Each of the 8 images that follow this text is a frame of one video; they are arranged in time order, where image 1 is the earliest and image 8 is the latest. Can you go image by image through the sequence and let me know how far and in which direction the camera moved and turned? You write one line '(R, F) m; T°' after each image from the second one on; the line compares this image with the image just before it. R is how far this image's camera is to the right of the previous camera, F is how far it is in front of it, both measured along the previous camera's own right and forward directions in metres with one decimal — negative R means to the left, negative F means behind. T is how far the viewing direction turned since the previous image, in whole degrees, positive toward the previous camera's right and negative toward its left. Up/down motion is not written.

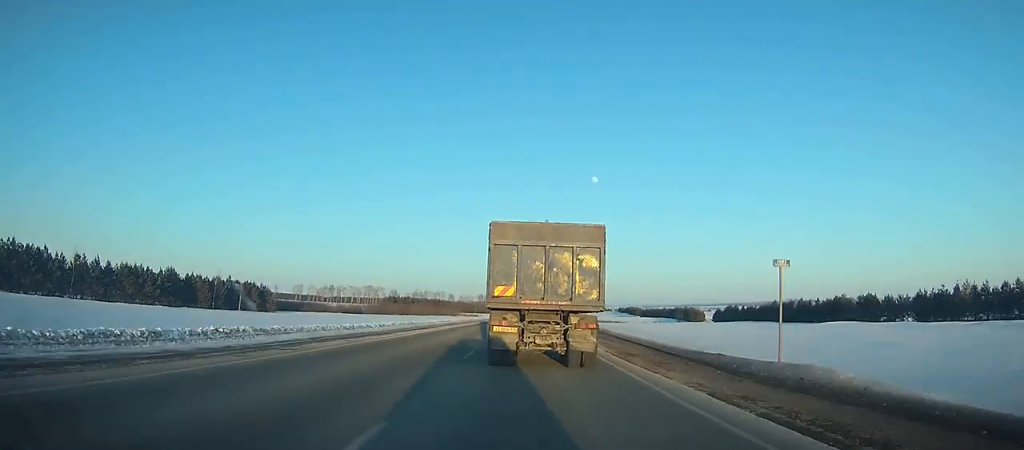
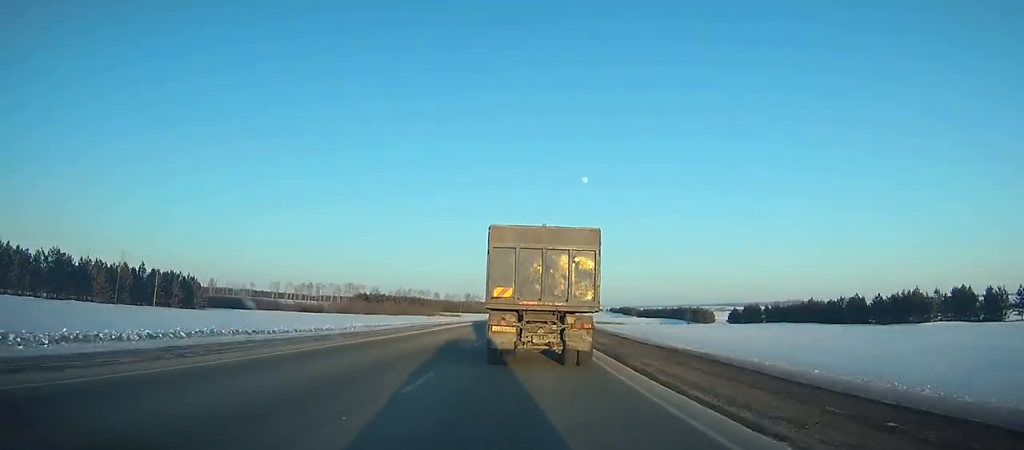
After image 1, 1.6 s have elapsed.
(+0.8, +32.8) m; +1°
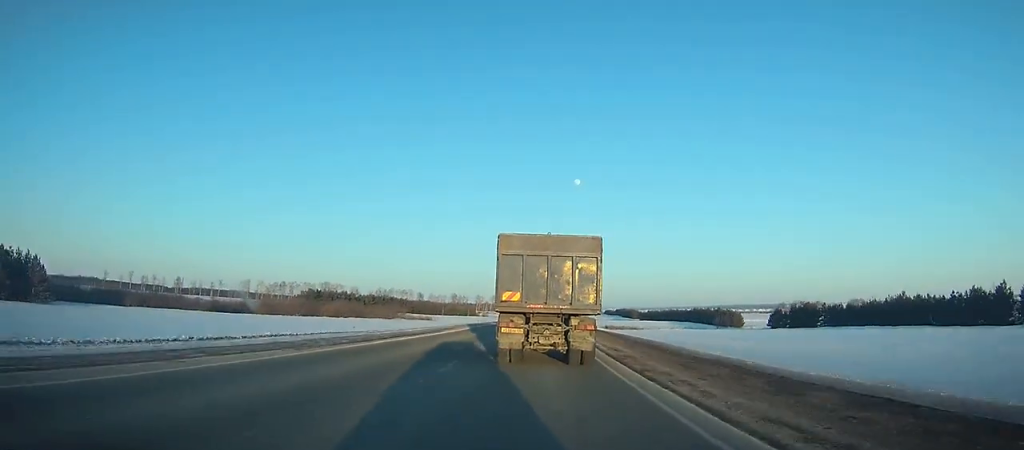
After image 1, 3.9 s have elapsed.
(+0.8, +46.2) m; +2°
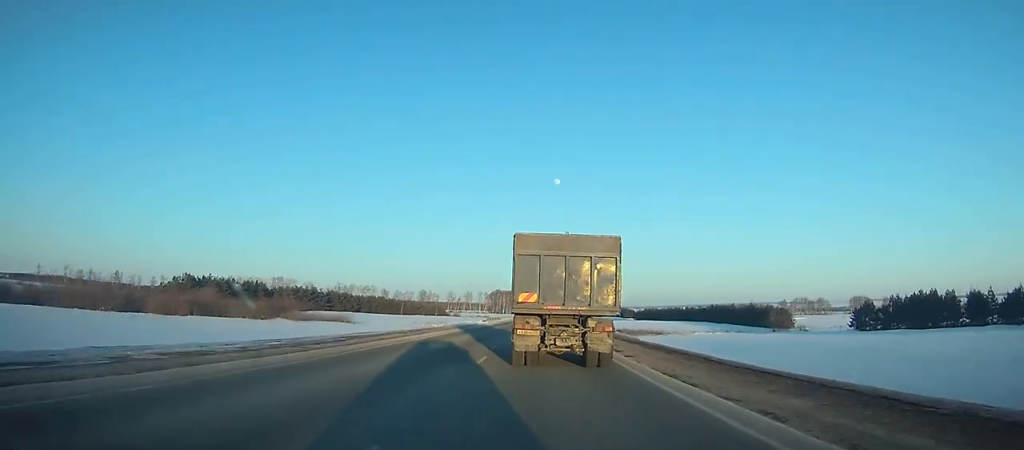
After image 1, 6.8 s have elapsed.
(+0.7, +56.8) m; +2°
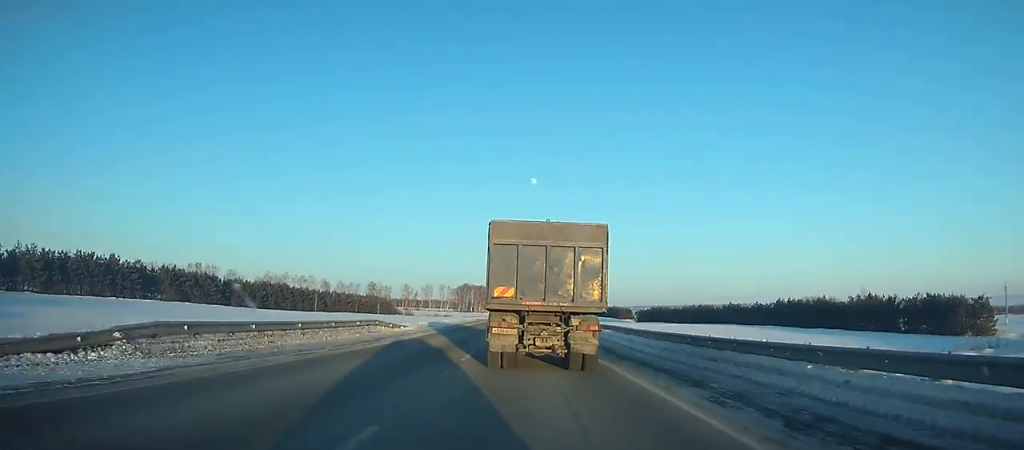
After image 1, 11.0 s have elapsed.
(+2.2, +82.1) m; +2°
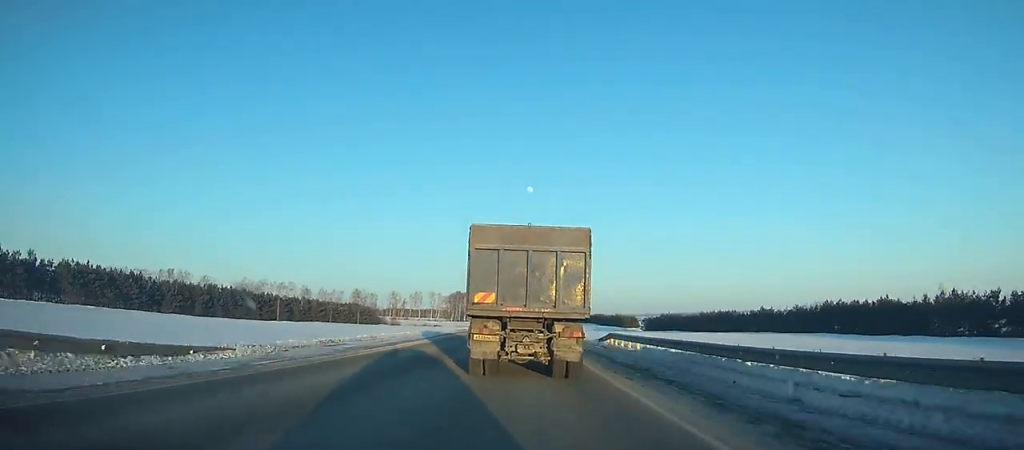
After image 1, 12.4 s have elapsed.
(+0.2, +27.4) m; 0°
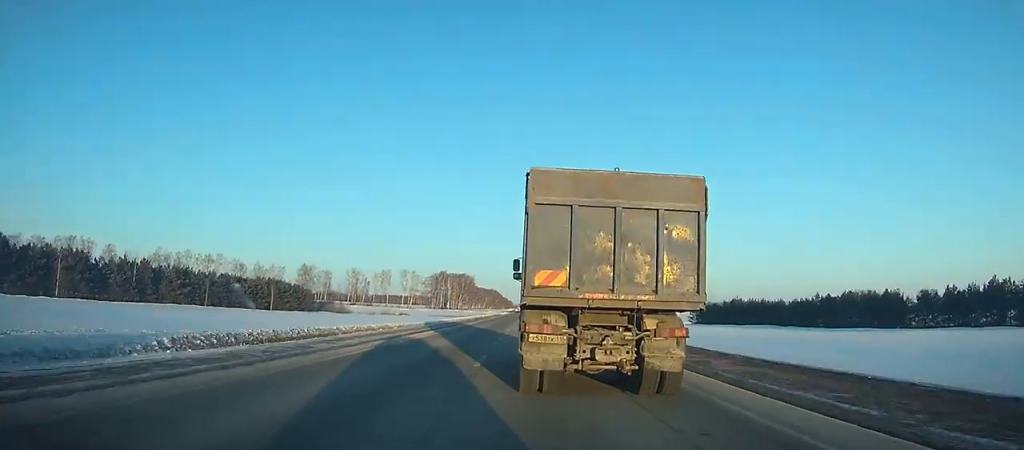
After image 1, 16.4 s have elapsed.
(+0.3, +78.2) m; +1°
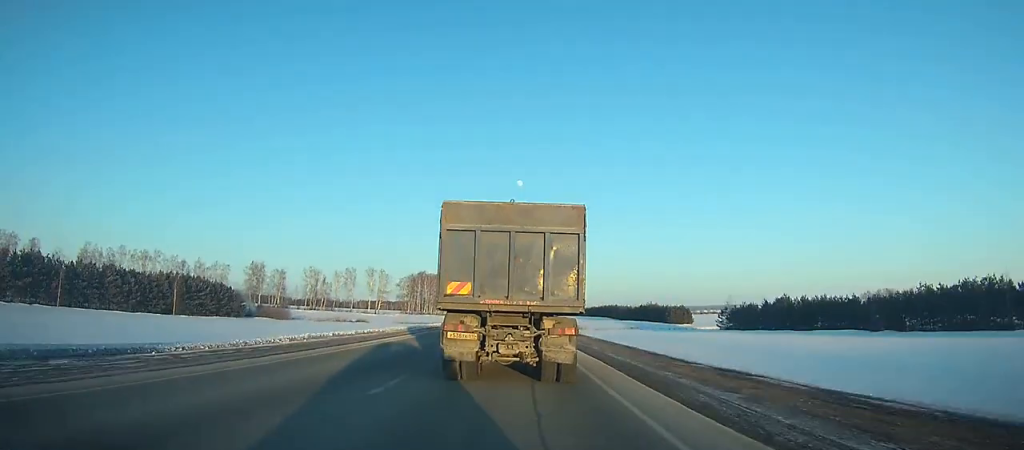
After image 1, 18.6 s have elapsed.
(+0.2, +42.8) m; +1°
